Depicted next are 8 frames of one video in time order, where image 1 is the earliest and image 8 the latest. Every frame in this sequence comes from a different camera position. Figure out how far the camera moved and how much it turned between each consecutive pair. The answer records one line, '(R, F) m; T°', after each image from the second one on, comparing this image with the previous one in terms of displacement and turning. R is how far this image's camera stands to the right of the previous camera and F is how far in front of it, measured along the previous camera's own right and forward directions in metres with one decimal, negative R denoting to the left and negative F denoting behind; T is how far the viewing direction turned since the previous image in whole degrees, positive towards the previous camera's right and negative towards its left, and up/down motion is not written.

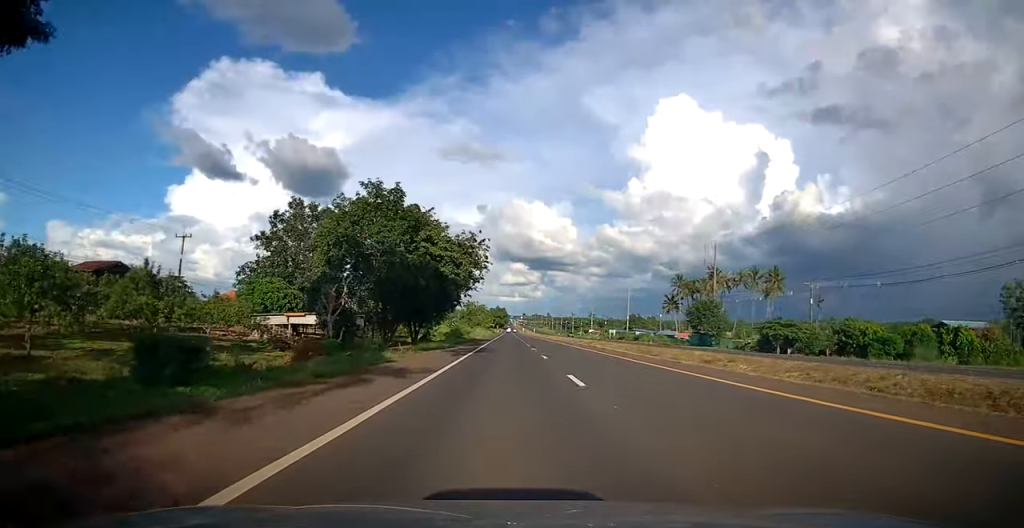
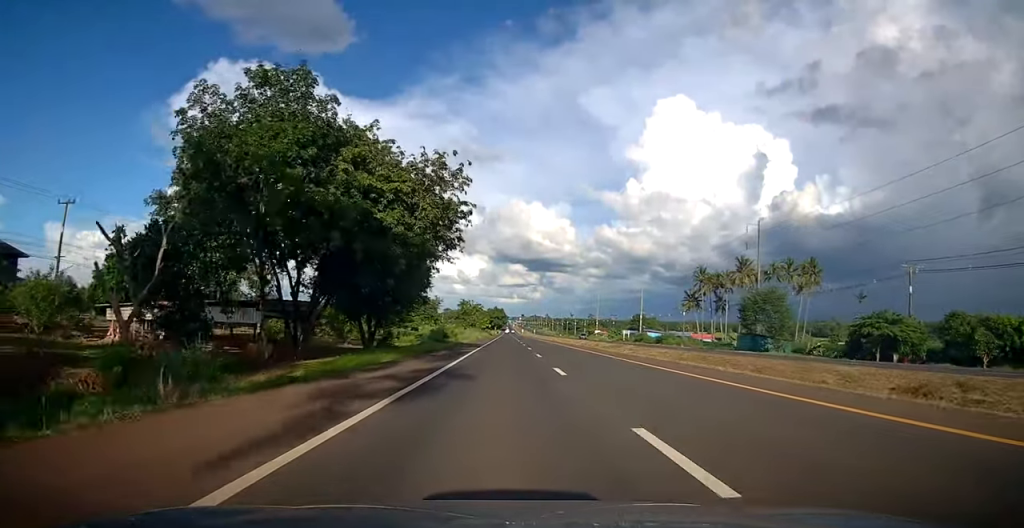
(+0.2, +20.7) m; 0°
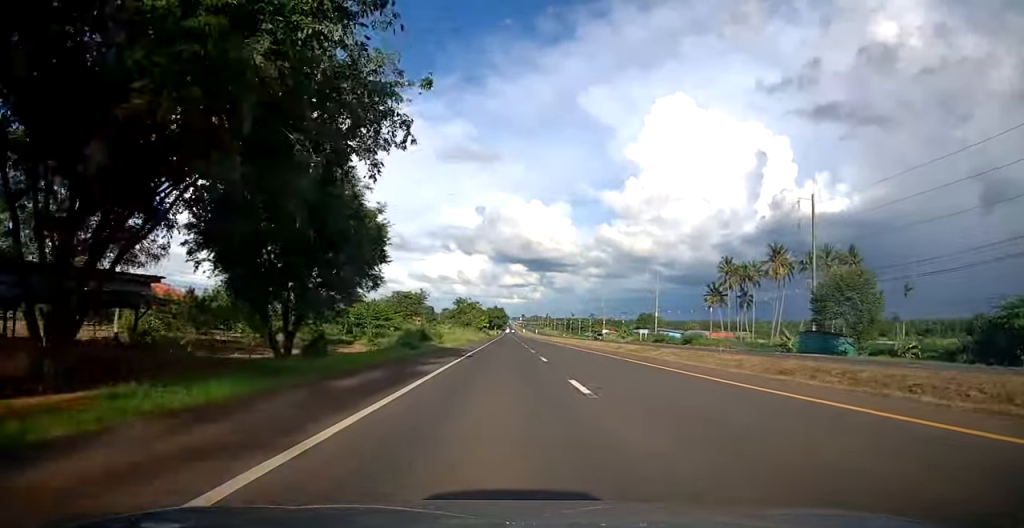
(0.0, +17.3) m; 0°
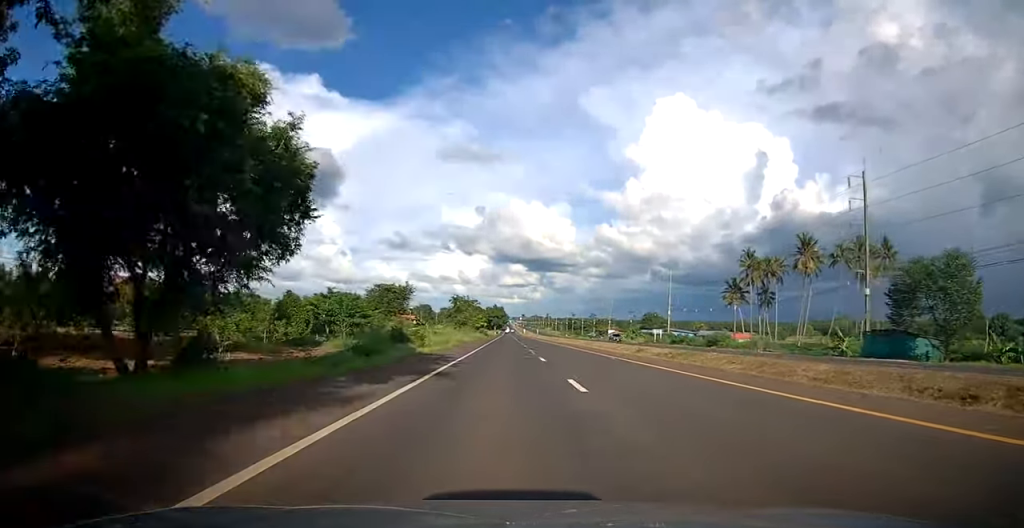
(0.0, +12.4) m; 0°
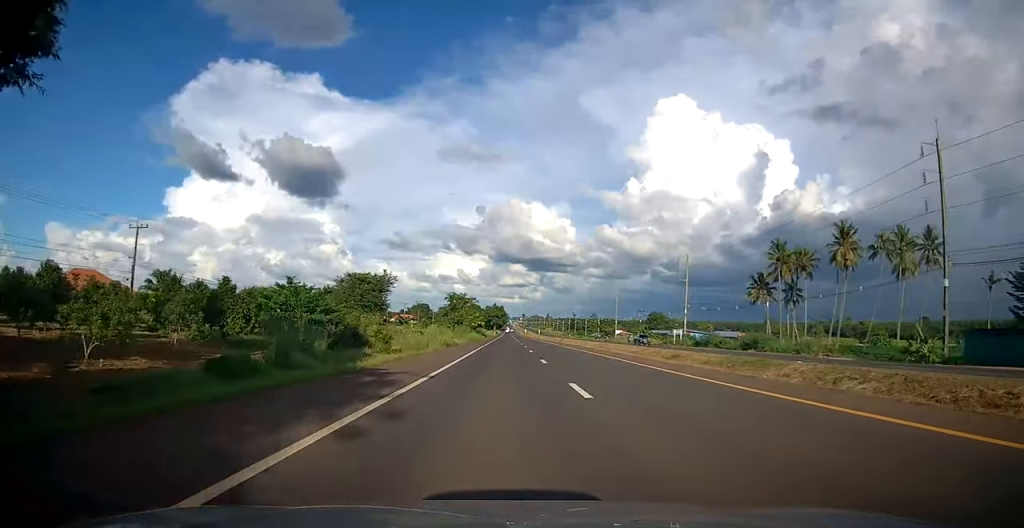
(0.0, +13.3) m; 0°
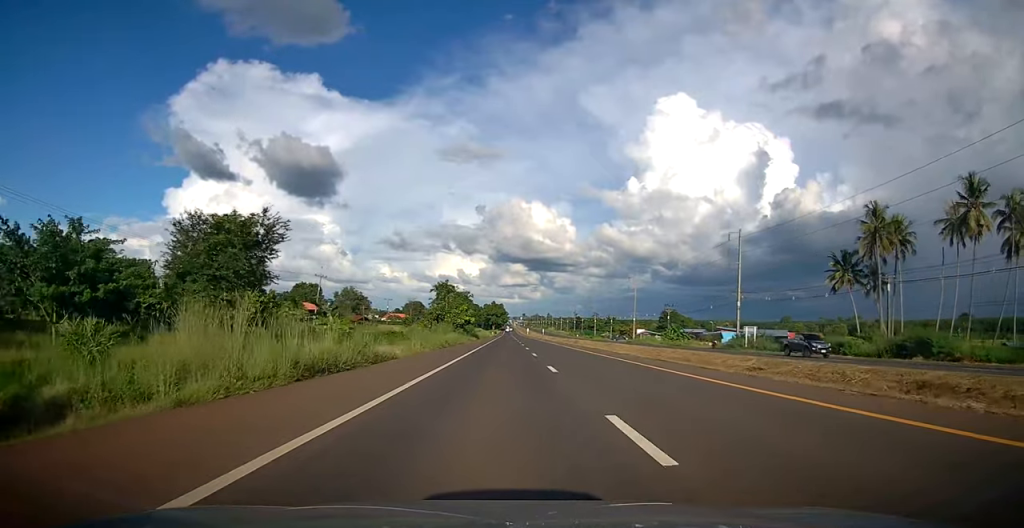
(-0.2, +32.1) m; 0°
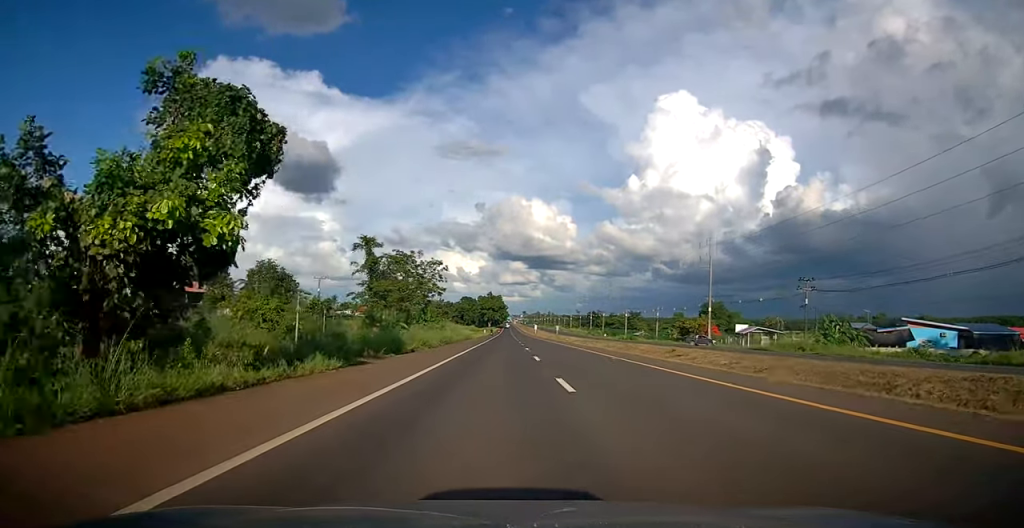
(+0.5, +62.3) m; 0°
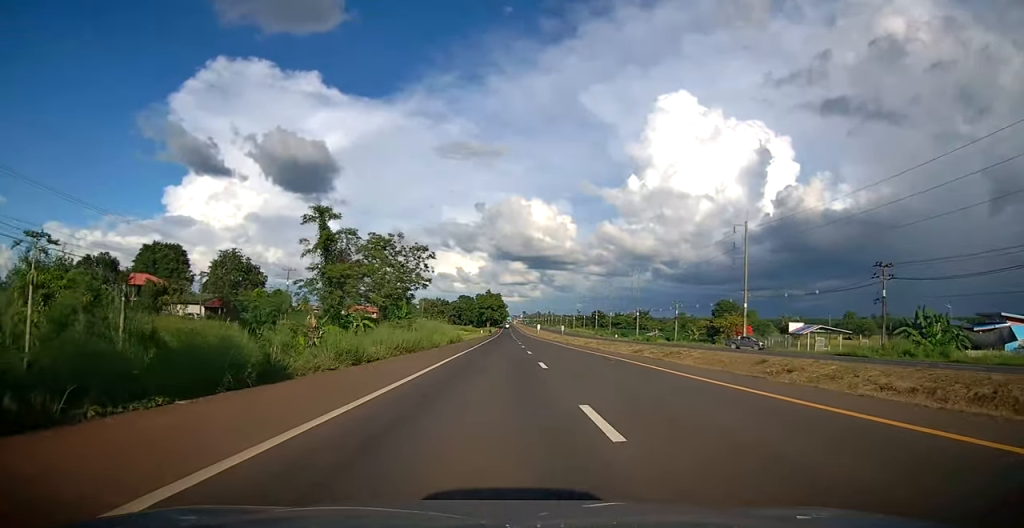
(0.0, +16.5) m; 0°
